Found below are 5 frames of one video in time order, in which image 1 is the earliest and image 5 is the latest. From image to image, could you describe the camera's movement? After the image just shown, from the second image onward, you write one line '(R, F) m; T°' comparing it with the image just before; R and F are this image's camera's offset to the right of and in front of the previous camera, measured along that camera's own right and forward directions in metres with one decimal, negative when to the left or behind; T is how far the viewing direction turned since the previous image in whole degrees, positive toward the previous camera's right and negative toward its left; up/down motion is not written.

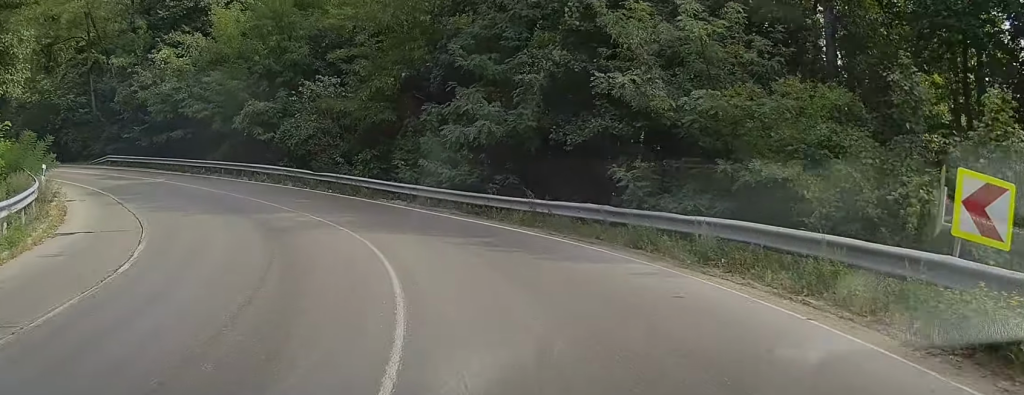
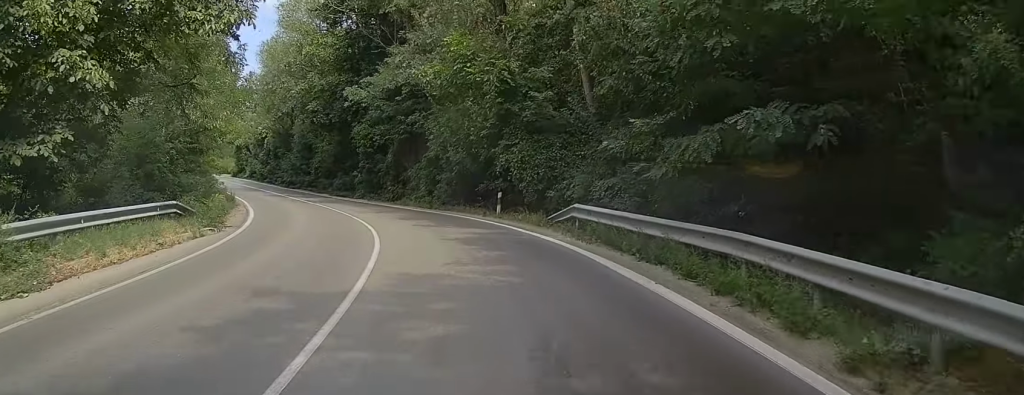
(-12.4, +28.8) m; -44°
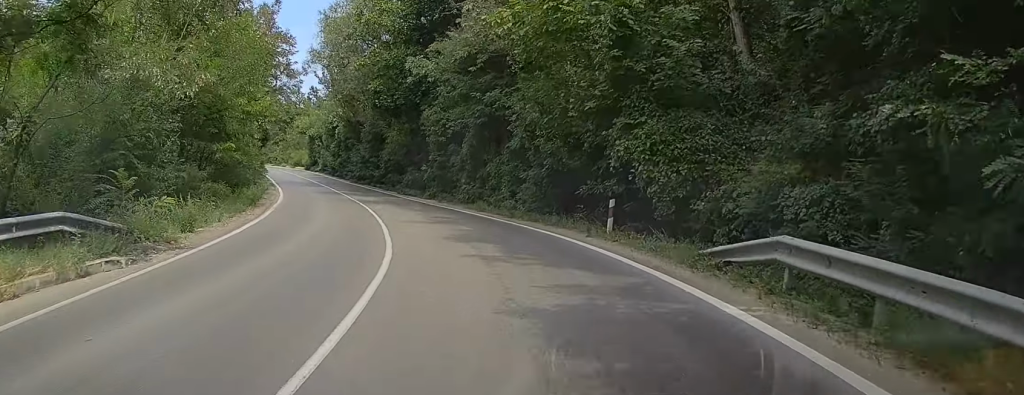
(-0.3, +8.2) m; -7°
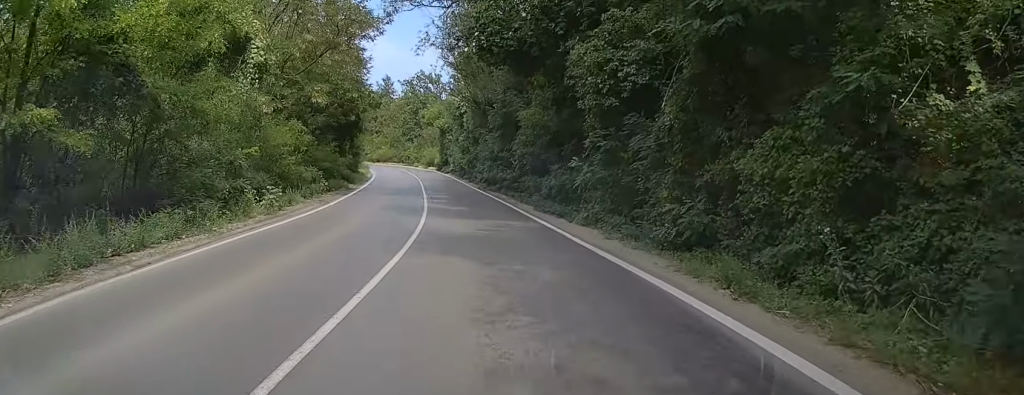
(-2.4, +17.9) m; -12°
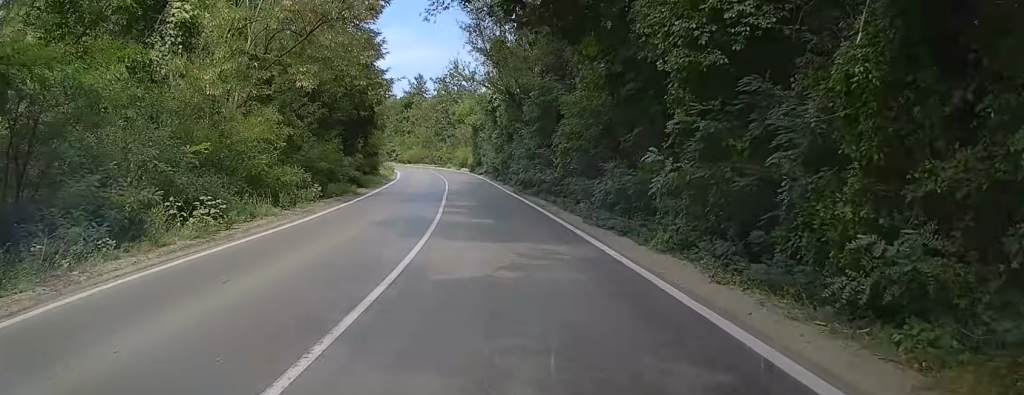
(-0.2, +6.3) m; -2°
